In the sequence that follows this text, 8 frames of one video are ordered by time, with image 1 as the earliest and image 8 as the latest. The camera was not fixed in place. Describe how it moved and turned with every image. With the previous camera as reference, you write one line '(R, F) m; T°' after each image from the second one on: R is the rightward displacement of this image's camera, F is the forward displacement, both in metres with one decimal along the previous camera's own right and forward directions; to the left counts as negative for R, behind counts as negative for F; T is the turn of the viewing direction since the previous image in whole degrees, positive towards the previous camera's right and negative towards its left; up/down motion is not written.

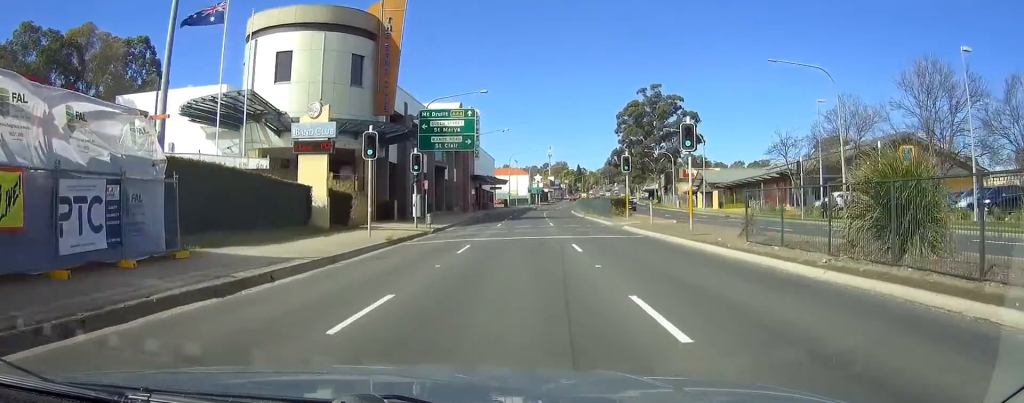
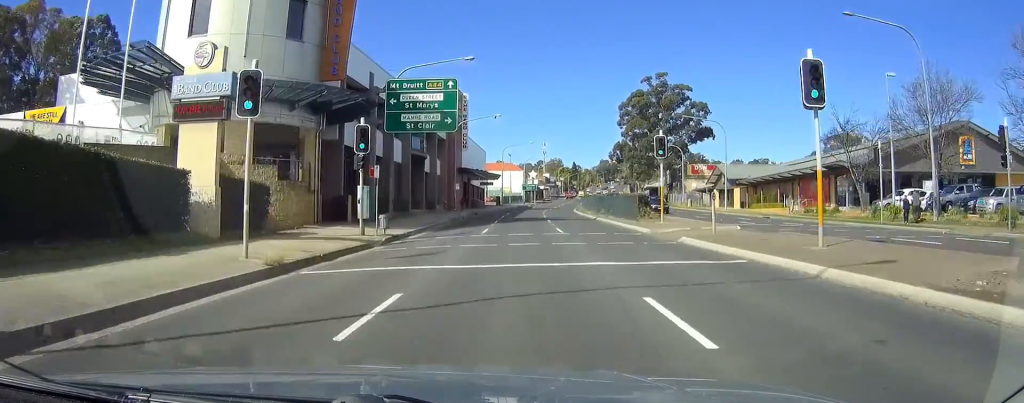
(0.0, +12.0) m; +1°
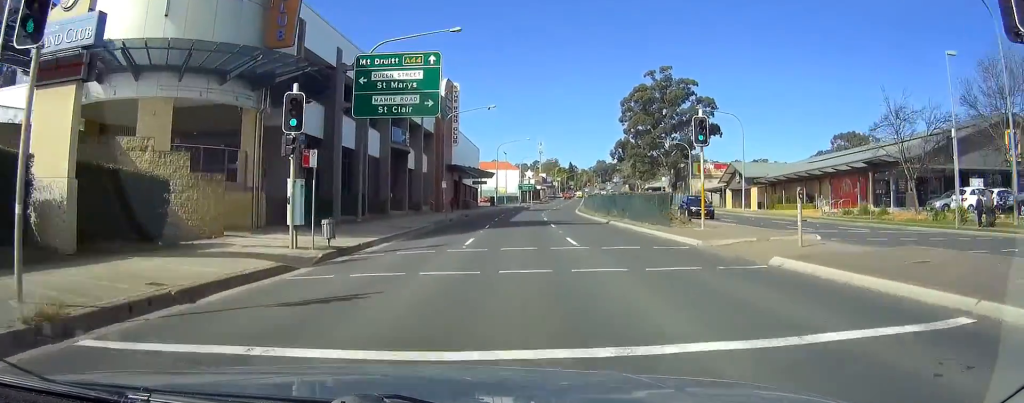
(+0.2, +8.0) m; +1°
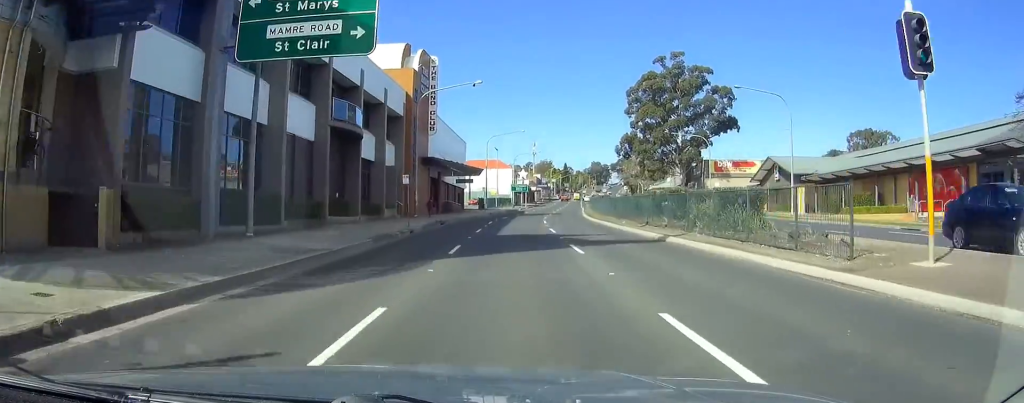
(+0.1, +14.9) m; 0°
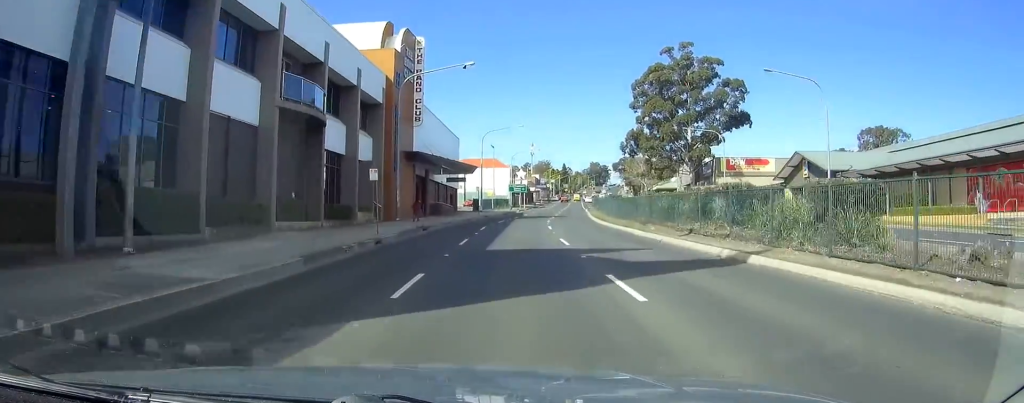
(0.0, +7.9) m; 0°
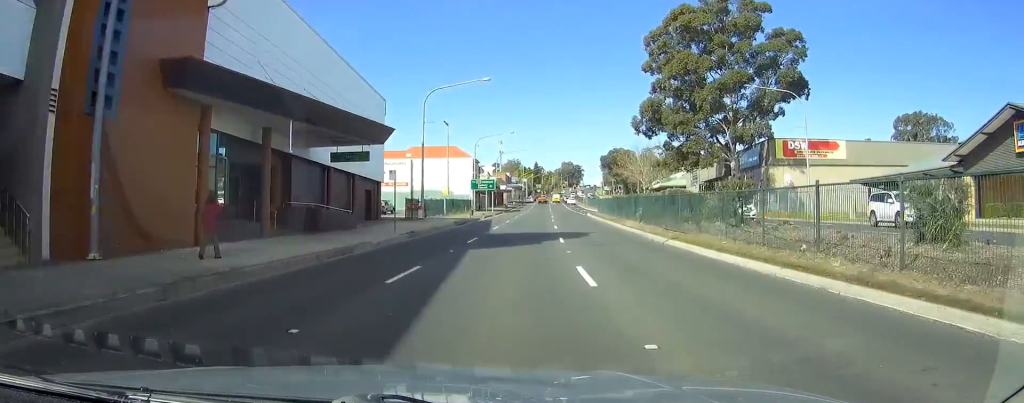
(+0.3, +33.1) m; +2°
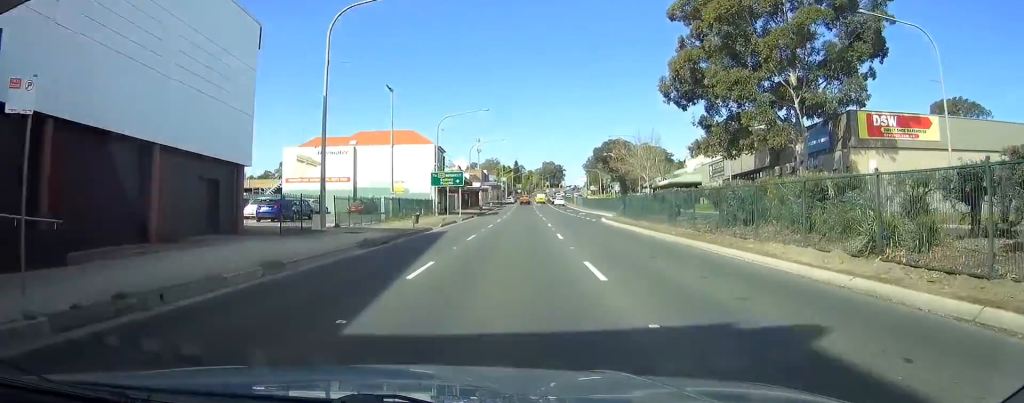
(+0.5, +23.0) m; +2°
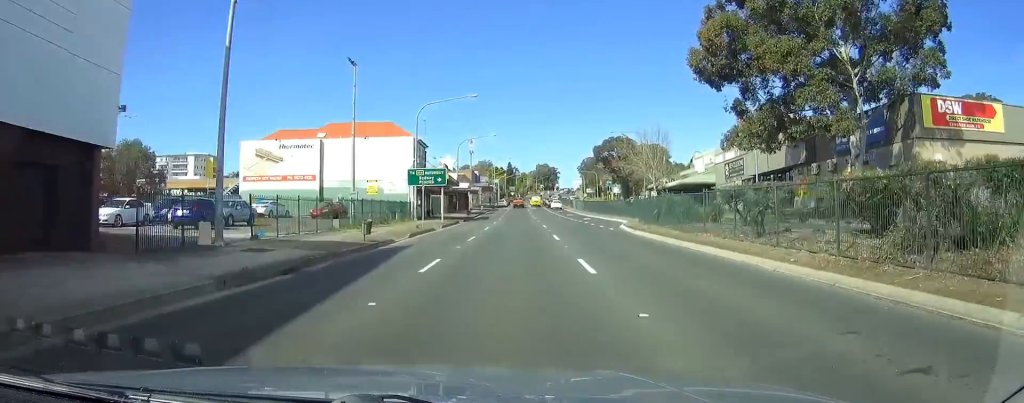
(0.0, +10.1) m; 0°
